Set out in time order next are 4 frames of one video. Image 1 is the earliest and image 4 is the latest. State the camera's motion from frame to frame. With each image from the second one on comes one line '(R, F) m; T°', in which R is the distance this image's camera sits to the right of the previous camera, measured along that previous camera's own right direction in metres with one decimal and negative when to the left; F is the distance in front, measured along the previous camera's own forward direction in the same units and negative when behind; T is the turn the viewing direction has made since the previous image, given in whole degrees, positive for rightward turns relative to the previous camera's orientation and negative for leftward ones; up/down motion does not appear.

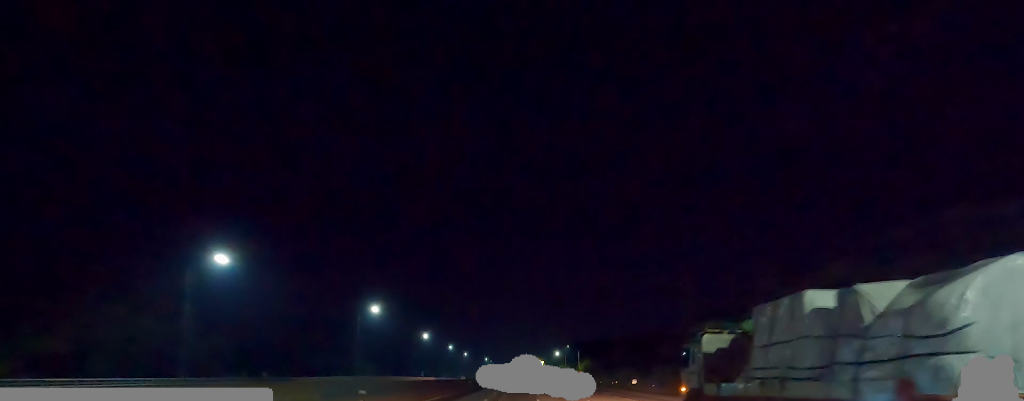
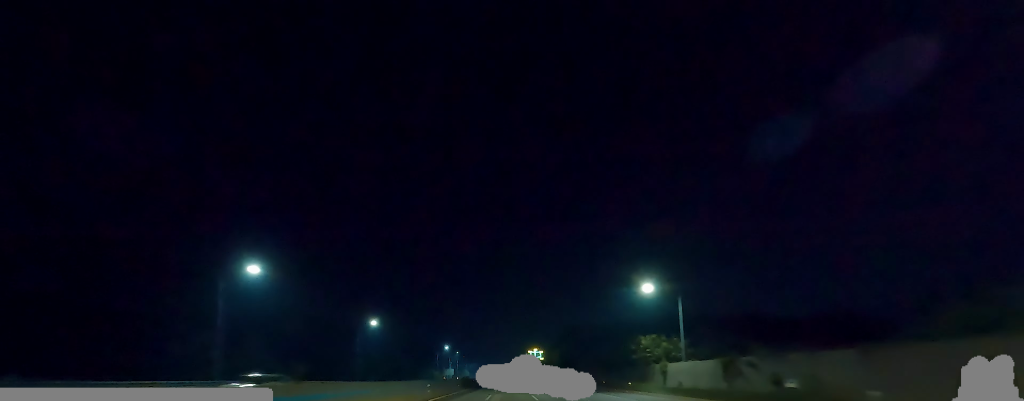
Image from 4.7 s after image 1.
(+3.1, +129.8) m; 0°
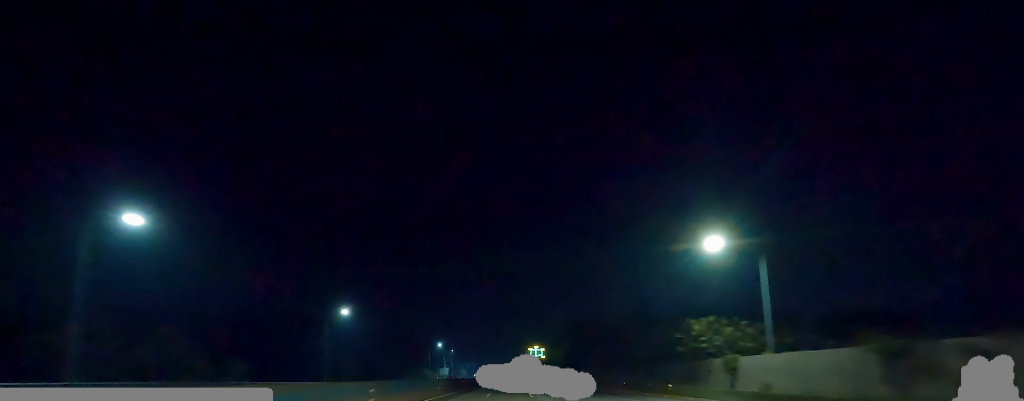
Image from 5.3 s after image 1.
(-0.4, +15.5) m; +2°
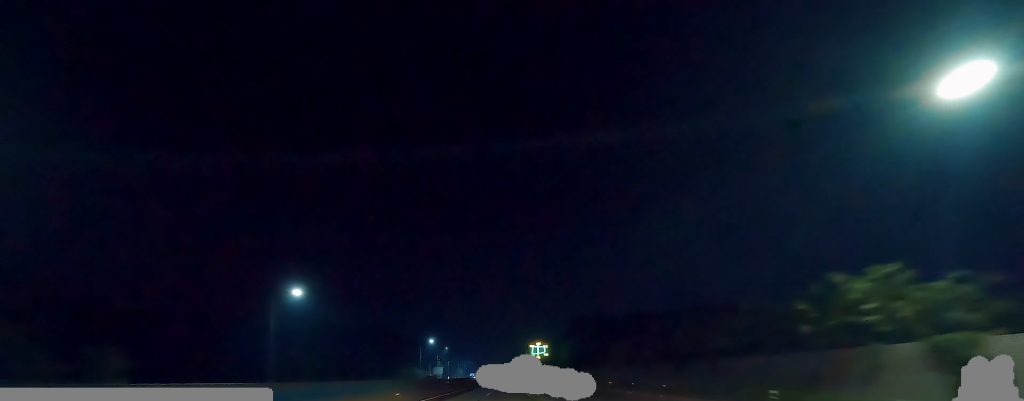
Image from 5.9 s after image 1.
(+0.4, +17.4) m; +1°
